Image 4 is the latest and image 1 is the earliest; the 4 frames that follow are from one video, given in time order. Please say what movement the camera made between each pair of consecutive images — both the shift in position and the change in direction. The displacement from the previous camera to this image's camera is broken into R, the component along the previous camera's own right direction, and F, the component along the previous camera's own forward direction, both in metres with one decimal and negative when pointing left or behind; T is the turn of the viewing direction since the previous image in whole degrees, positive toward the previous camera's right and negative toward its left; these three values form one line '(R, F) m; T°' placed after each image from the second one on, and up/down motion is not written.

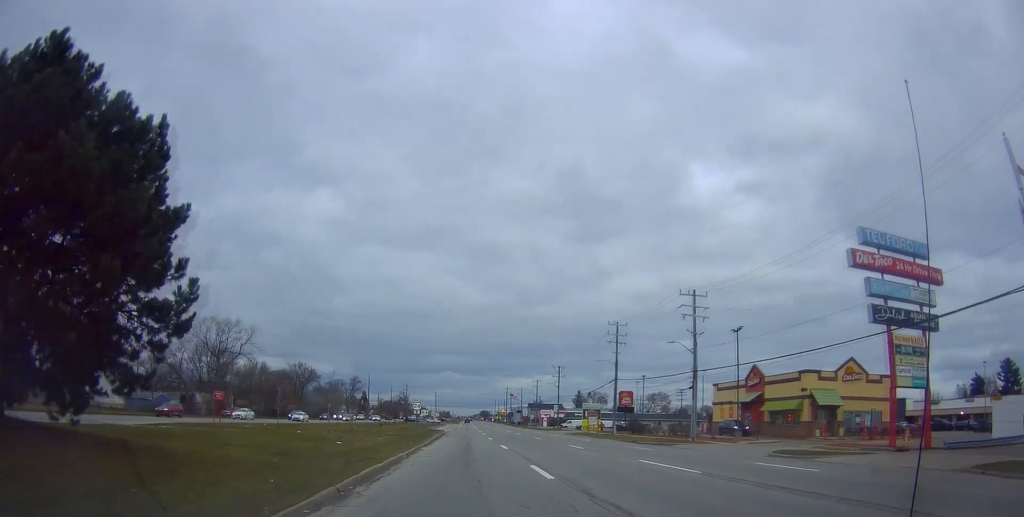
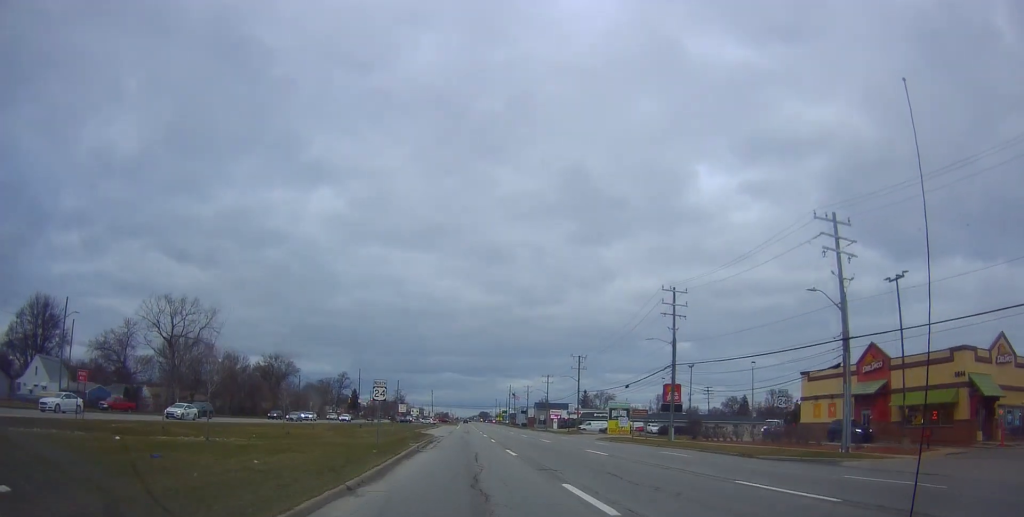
(+0.2, +19.6) m; -1°
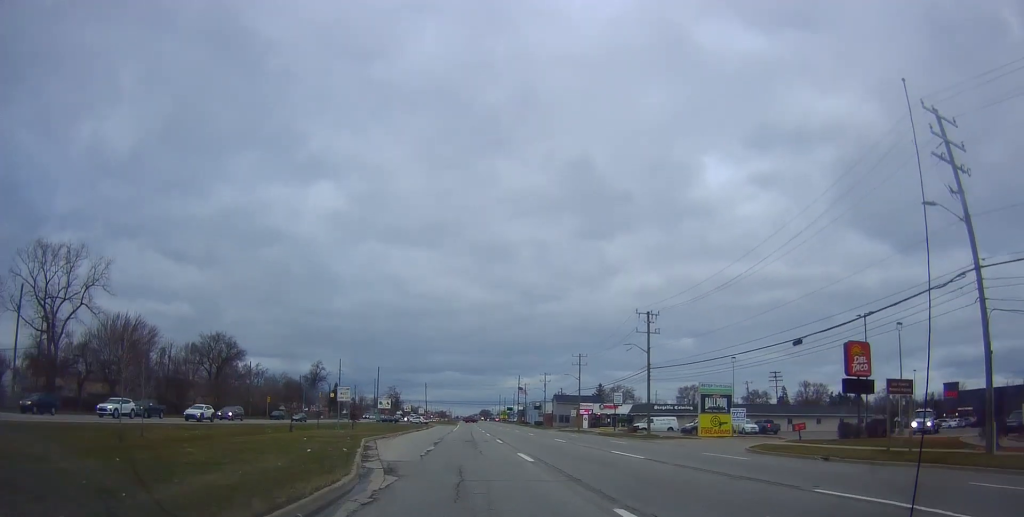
(-0.1, +35.1) m; 0°
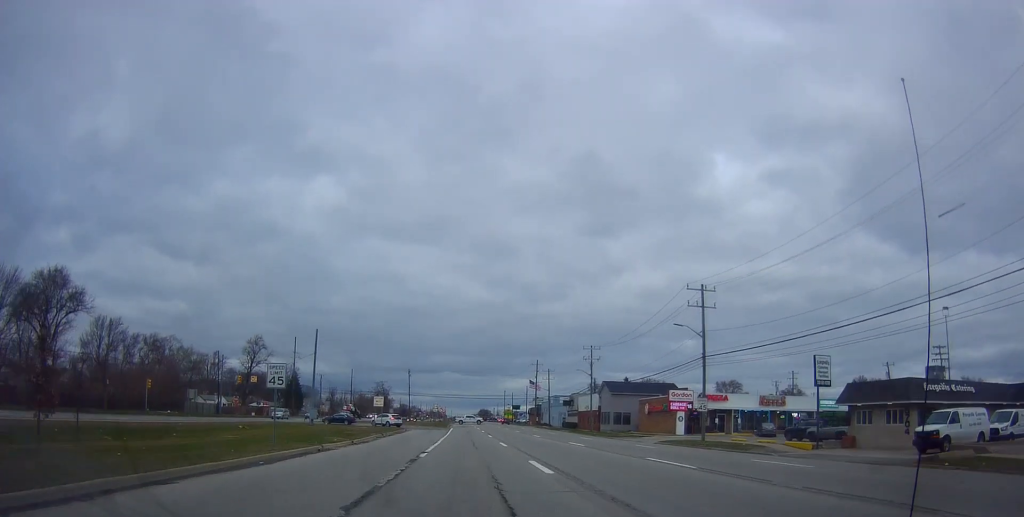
(+0.4, +49.6) m; -1°
